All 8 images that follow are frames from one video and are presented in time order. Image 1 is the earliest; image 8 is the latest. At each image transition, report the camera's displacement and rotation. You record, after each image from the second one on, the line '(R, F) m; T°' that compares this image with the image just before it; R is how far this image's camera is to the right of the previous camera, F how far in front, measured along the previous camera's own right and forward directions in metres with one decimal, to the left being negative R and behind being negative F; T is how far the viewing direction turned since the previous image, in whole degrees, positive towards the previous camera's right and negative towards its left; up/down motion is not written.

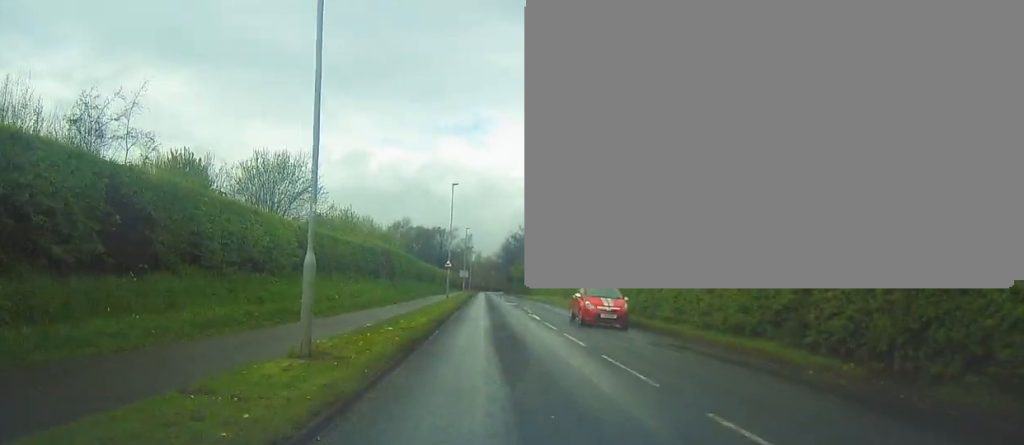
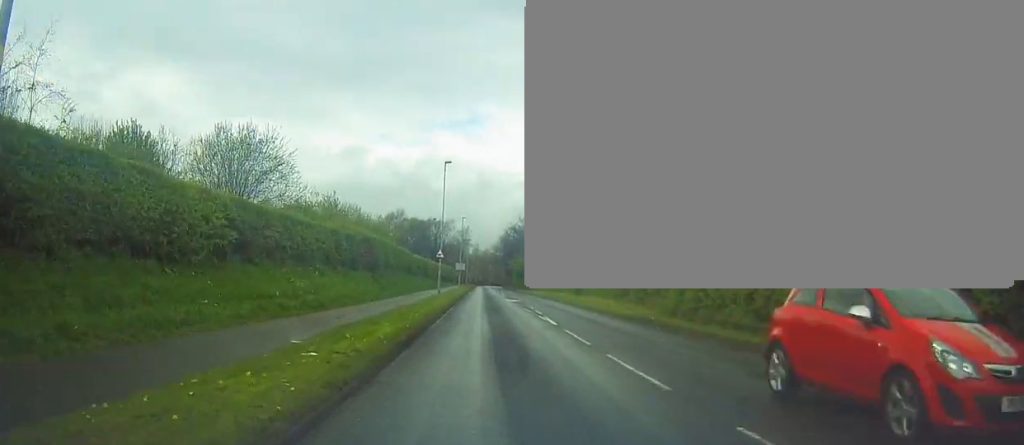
(0.0, +6.7) m; 0°
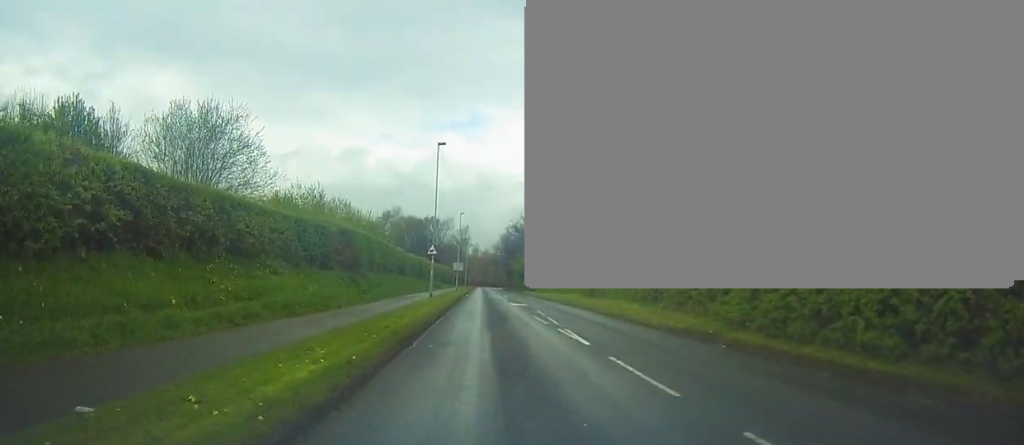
(-0.2, +6.1) m; 0°
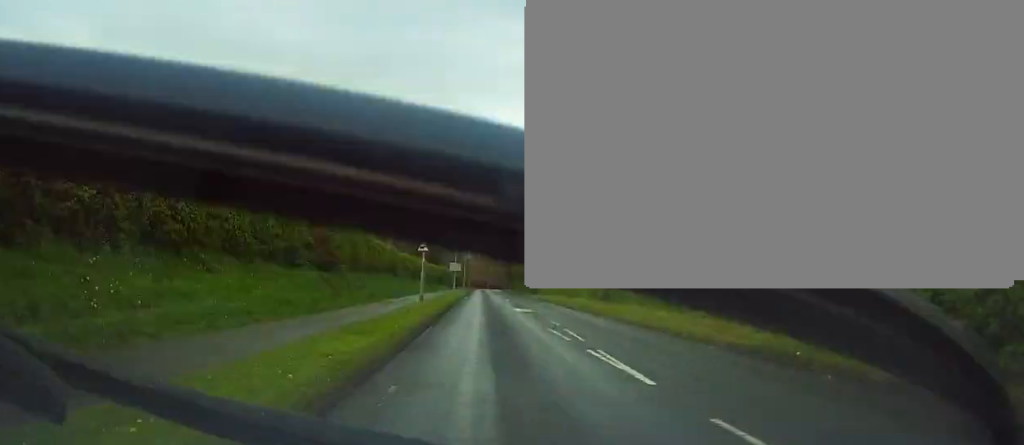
(+0.2, +5.1) m; +1°
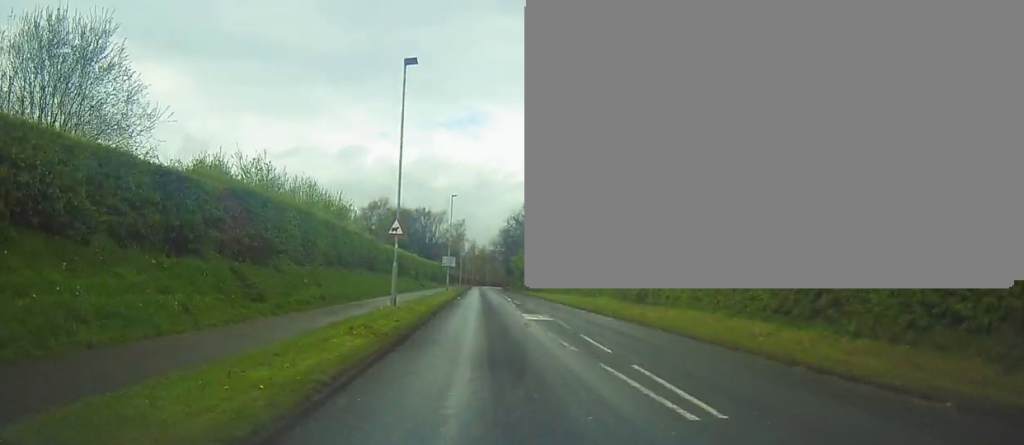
(+0.1, +8.8) m; 0°
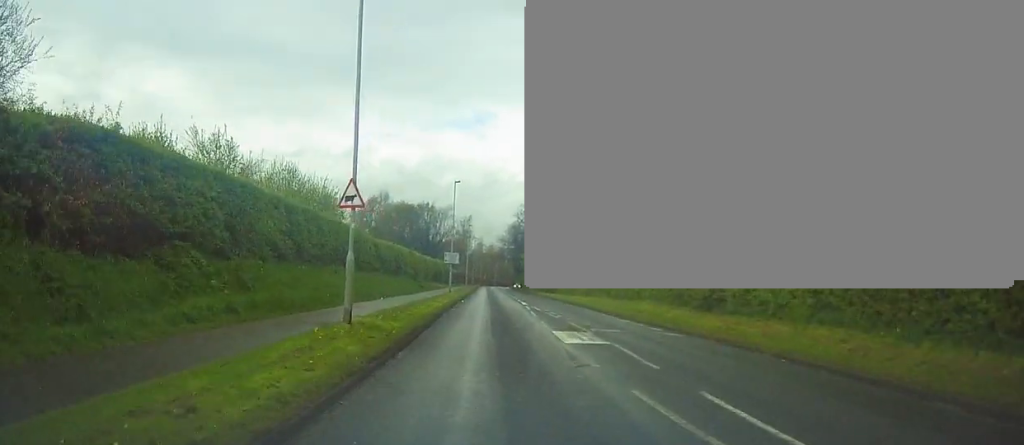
(-0.1, +8.5) m; -2°
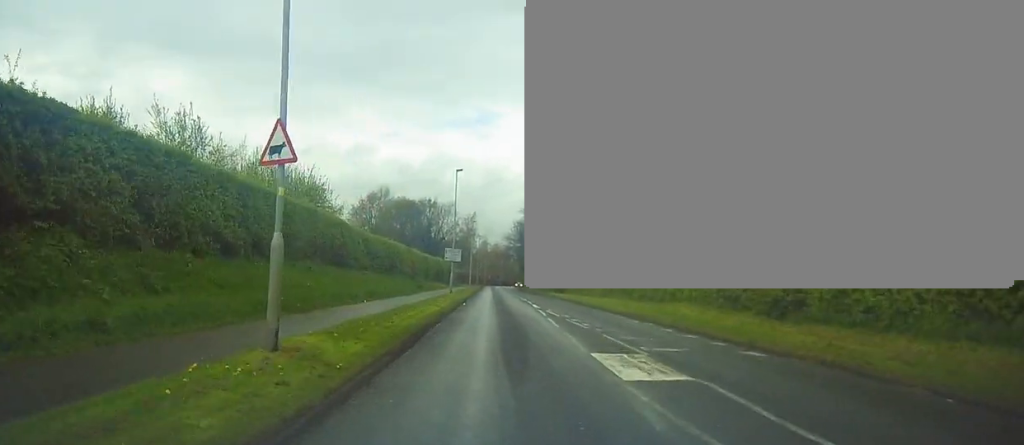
(-0.1, +5.2) m; -1°
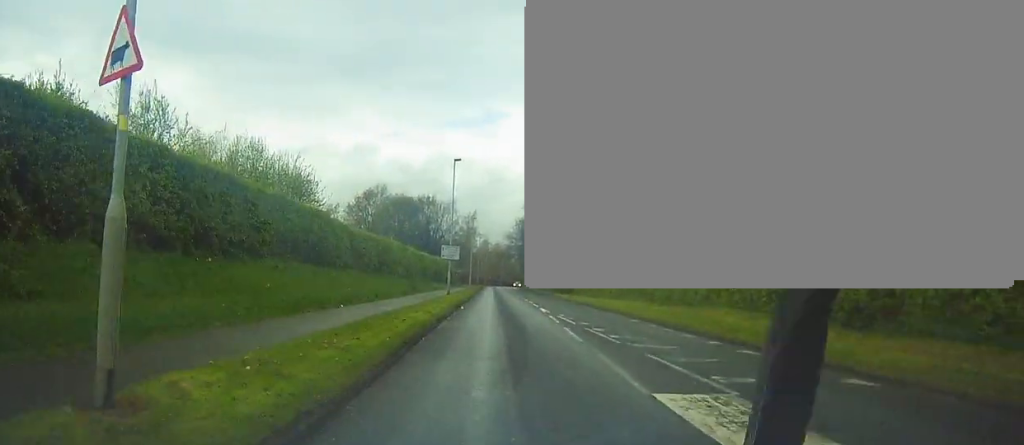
(-0.2, +4.1) m; 0°
